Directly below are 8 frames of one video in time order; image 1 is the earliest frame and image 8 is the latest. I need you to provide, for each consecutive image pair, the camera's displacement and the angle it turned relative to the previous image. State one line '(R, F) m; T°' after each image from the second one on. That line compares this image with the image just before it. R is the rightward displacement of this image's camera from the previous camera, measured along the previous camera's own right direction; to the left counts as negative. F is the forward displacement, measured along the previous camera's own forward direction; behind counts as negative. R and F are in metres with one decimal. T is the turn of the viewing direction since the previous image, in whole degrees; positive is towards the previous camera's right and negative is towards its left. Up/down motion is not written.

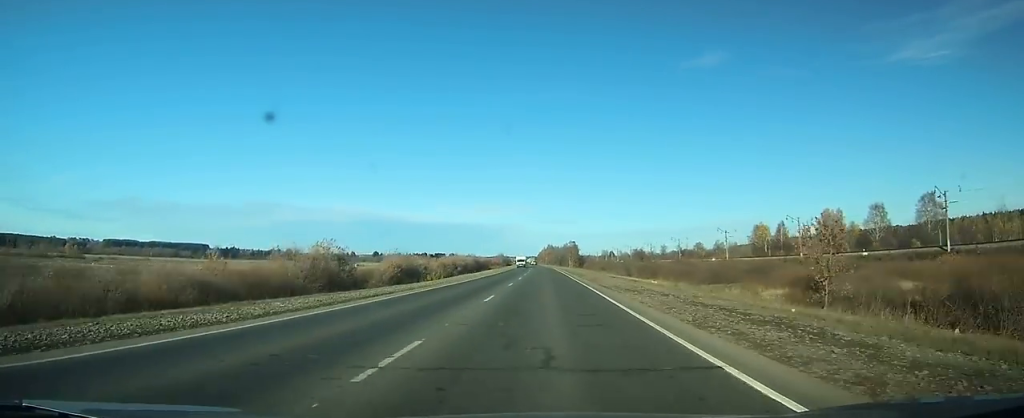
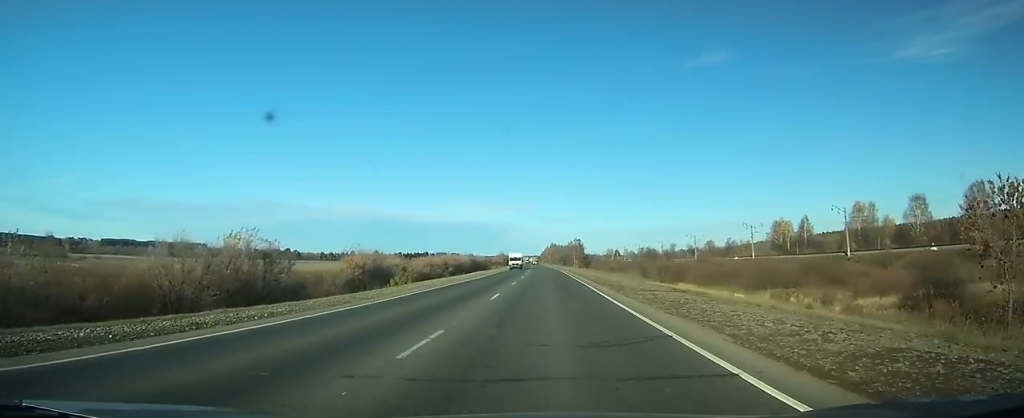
(0.0, +19.2) m; 0°
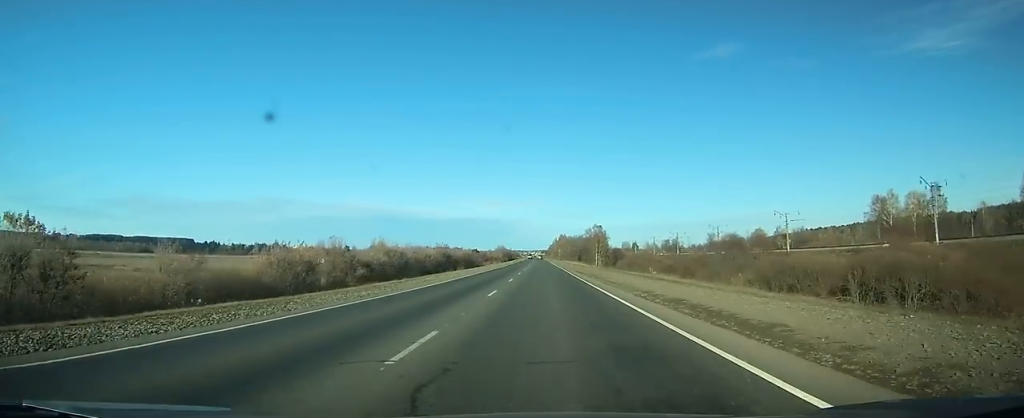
(-0.4, +76.1) m; -1°
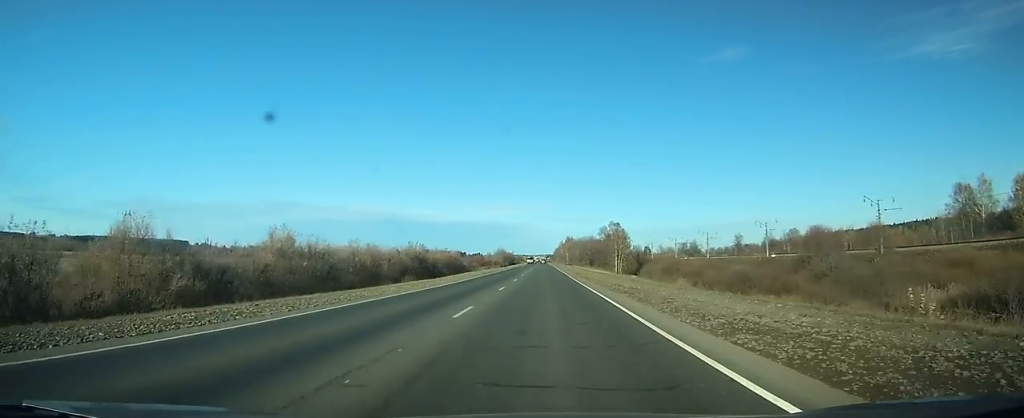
(-0.1, +41.2) m; 0°
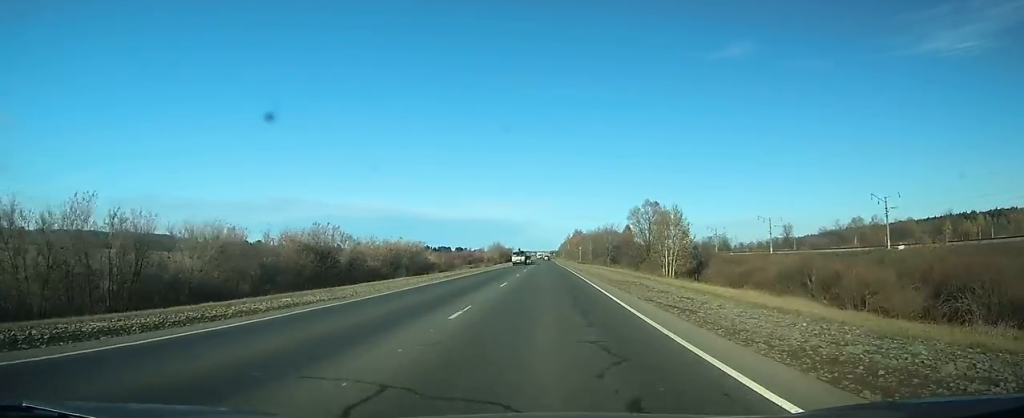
(-0.2, +60.4) m; 0°
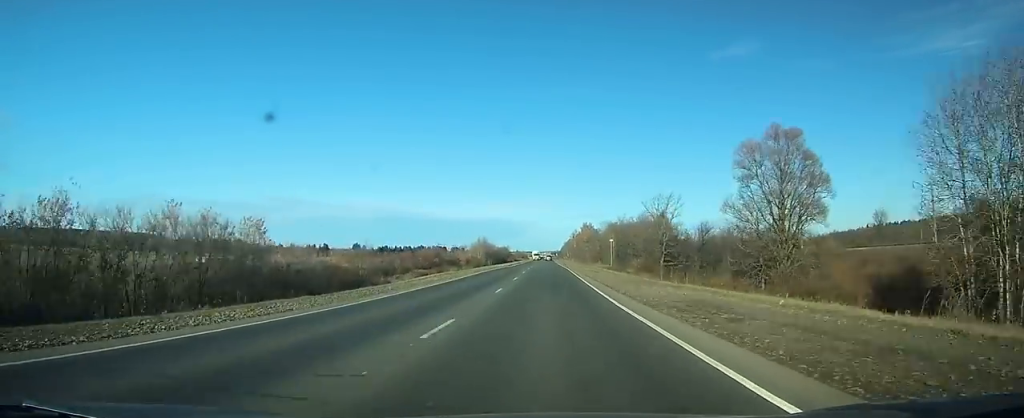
(-0.2, +75.5) m; 0°
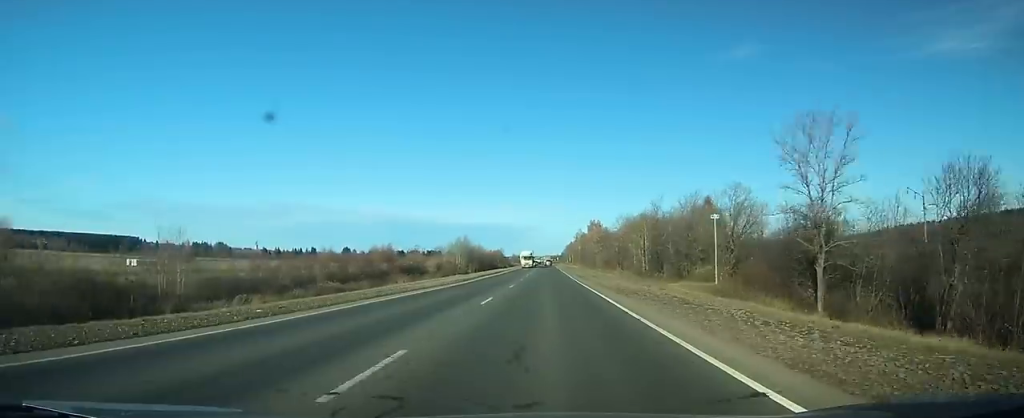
(+0.1, +52.9) m; 0°
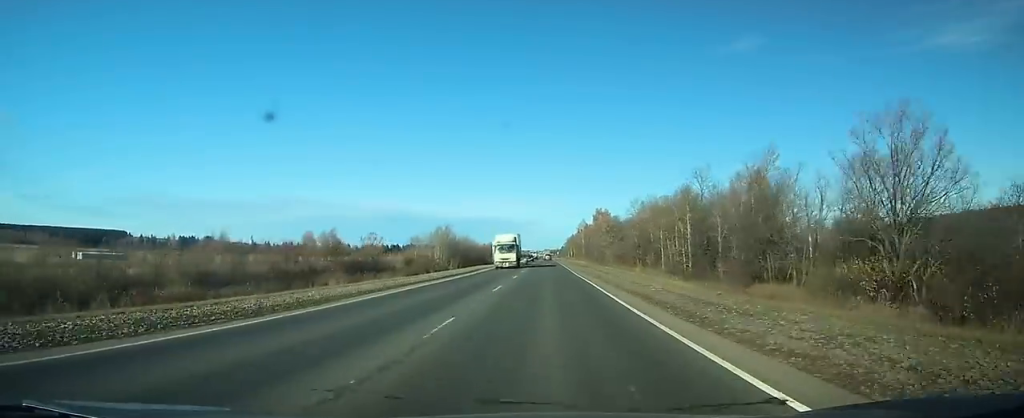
(-0.1, +32.4) m; 0°
